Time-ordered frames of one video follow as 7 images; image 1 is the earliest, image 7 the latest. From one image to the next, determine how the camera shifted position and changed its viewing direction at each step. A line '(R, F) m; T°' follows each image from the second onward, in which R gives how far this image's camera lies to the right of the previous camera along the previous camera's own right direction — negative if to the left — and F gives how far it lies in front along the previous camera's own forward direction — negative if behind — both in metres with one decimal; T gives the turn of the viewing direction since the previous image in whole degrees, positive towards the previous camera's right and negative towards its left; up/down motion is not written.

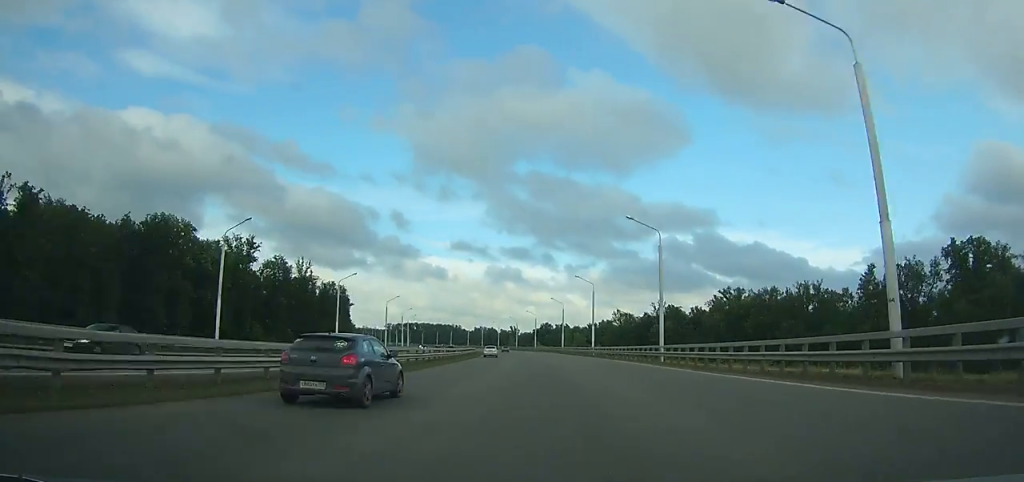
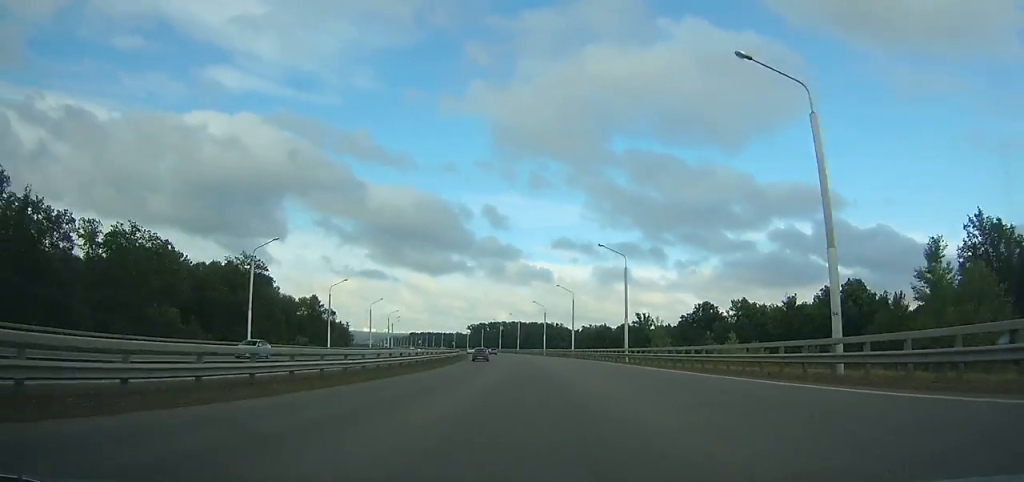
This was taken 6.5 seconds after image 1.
(-17.9, +176.1) m; -12°
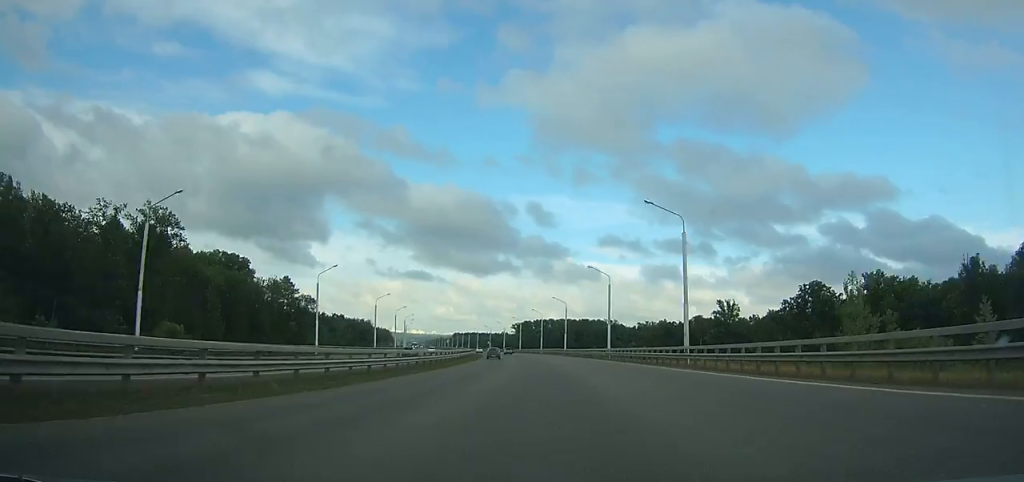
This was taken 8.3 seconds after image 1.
(-2.1, +50.9) m; -4°
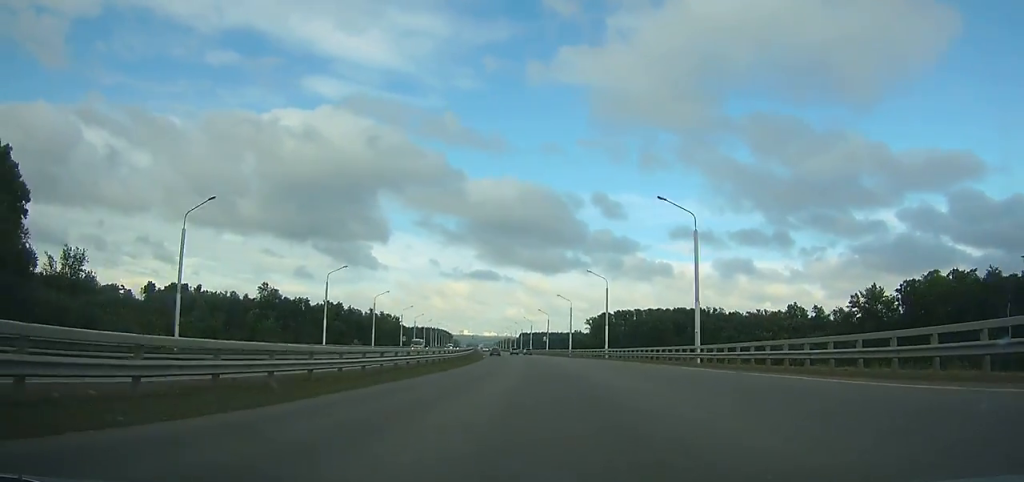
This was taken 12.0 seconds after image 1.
(-7.5, +105.8) m; -7°
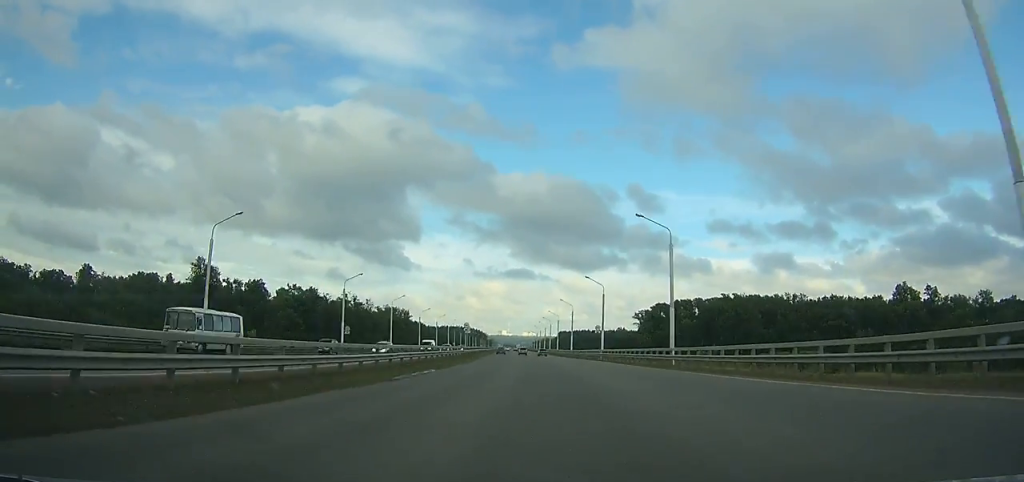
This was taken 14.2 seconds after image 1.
(-2.1, +63.1) m; -3°
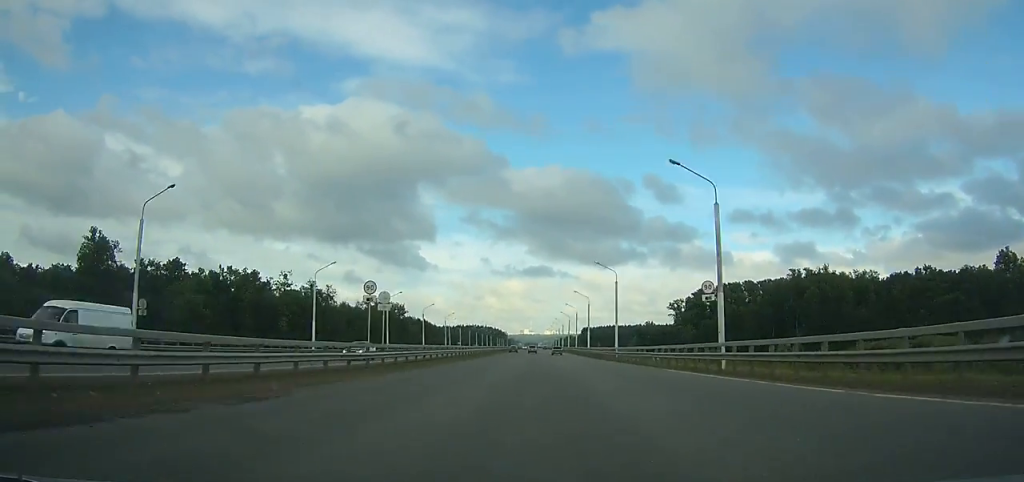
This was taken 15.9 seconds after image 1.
(-0.9, +48.6) m; -2°
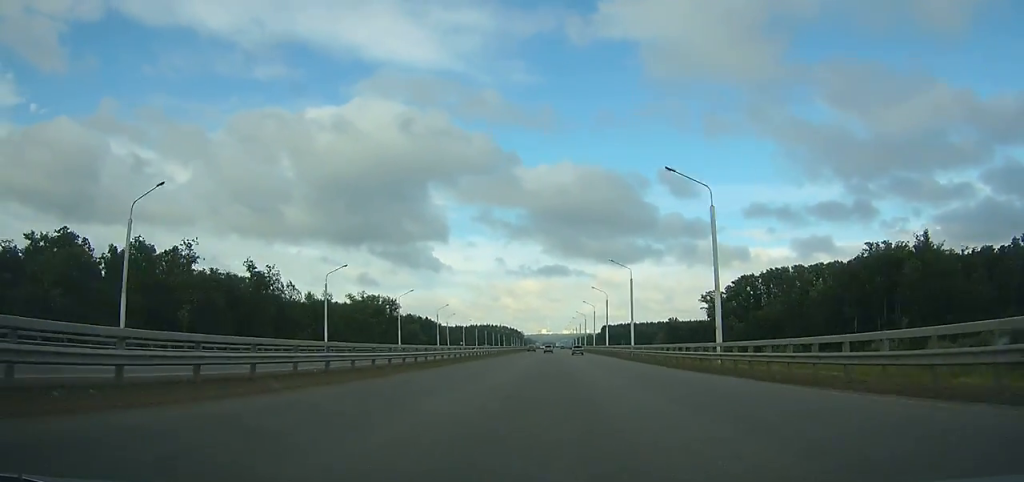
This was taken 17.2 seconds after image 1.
(-0.8, +36.8) m; -1°
